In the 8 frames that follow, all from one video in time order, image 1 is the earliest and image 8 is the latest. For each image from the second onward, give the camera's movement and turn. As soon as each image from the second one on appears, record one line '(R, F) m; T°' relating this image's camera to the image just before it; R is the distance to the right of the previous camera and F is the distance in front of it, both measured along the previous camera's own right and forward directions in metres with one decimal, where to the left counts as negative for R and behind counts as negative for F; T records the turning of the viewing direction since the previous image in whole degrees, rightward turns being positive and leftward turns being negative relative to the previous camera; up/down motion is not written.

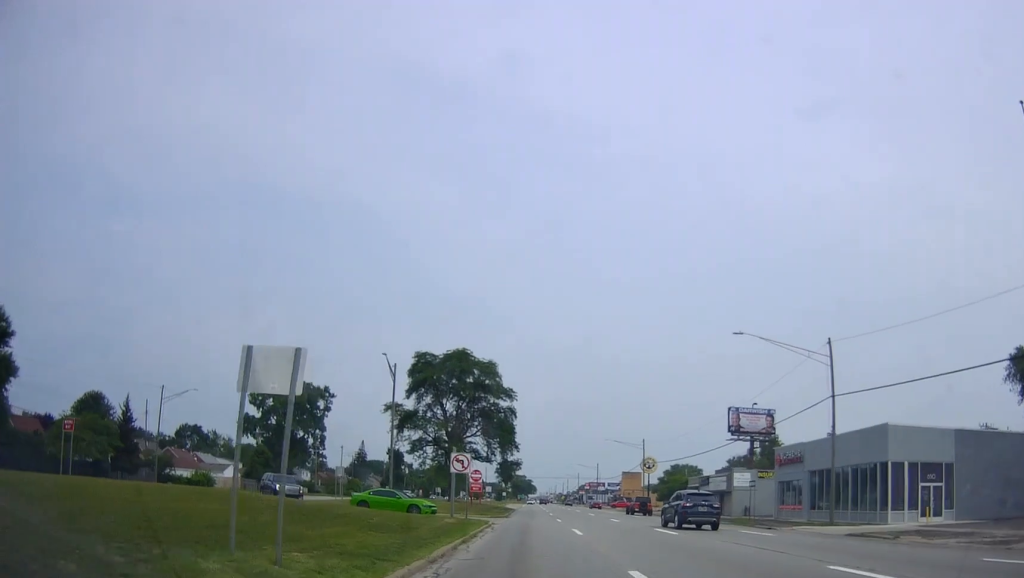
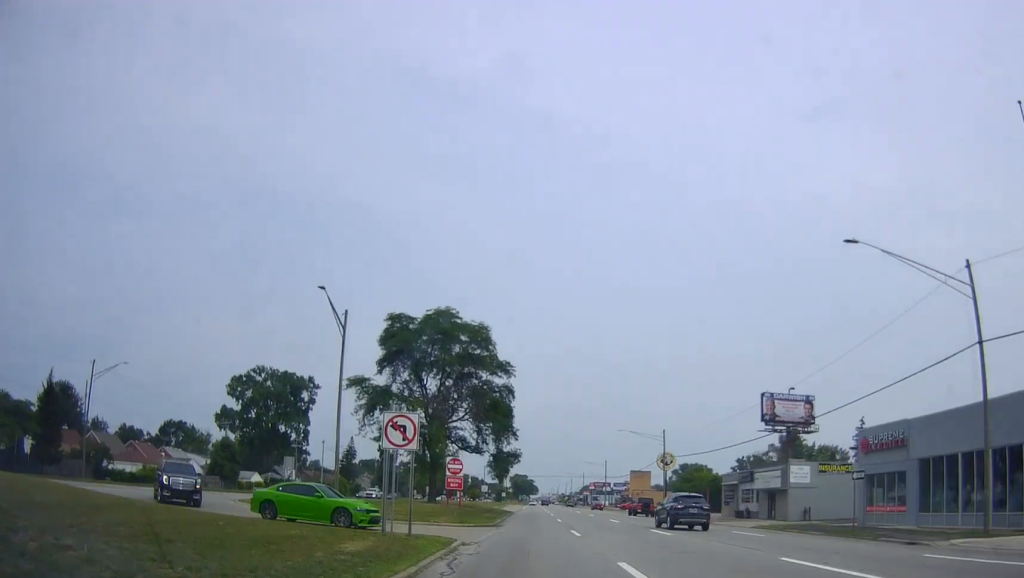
(+0.3, +14.2) m; +1°
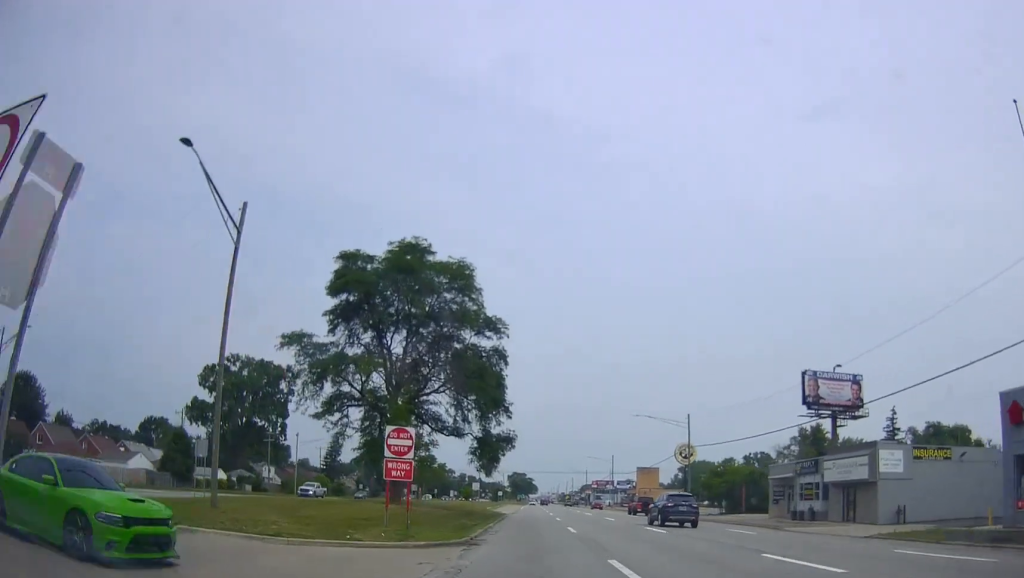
(+0.1, +14.3) m; -2°
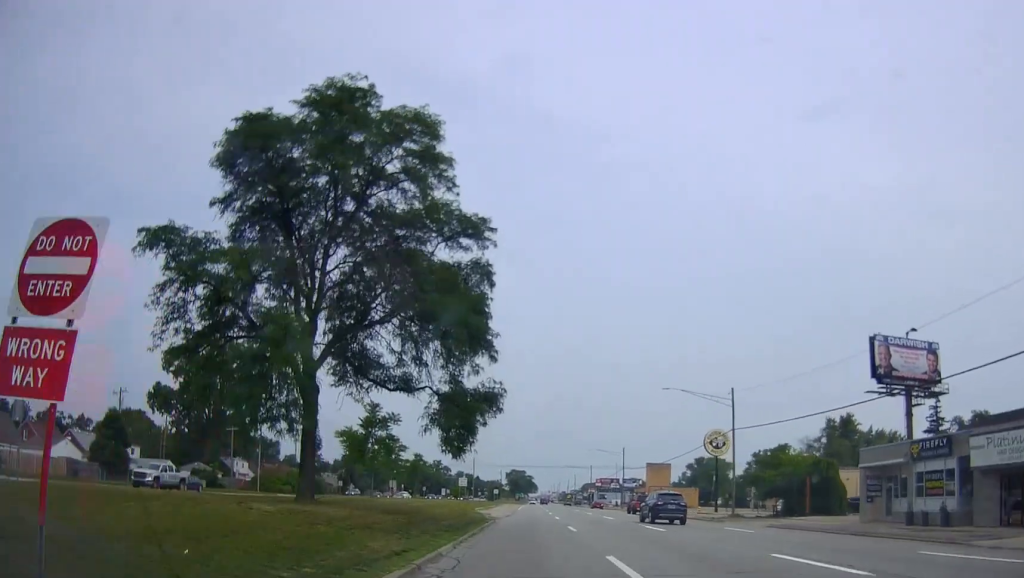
(-0.6, +16.2) m; 0°
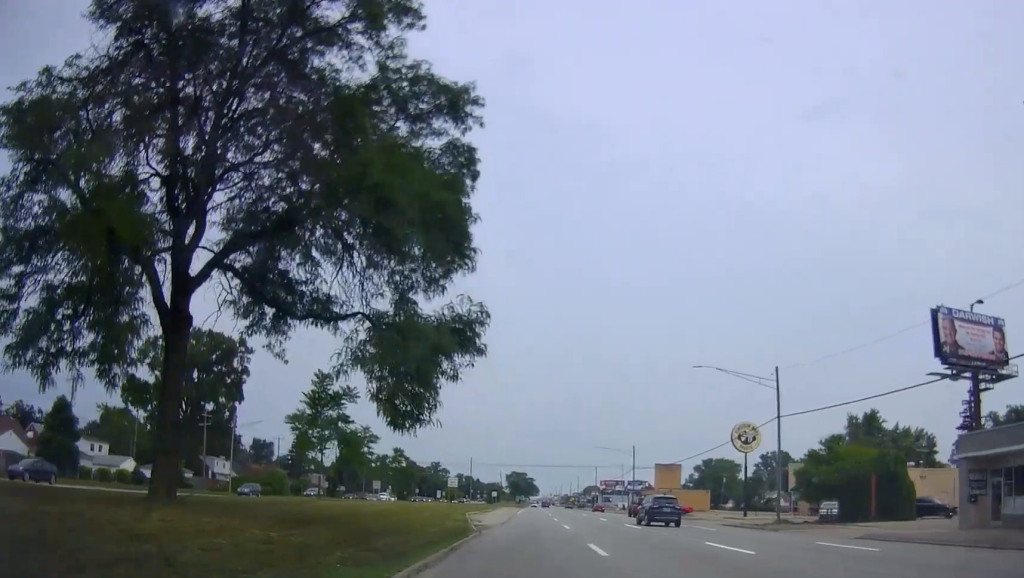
(+0.1, +10.4) m; +1°
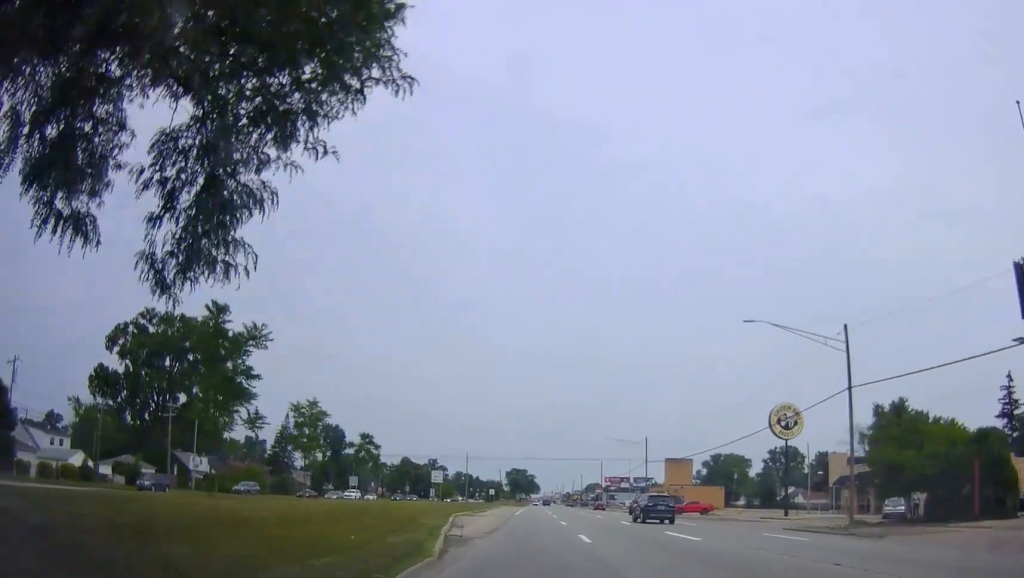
(+0.3, +11.0) m; +1°
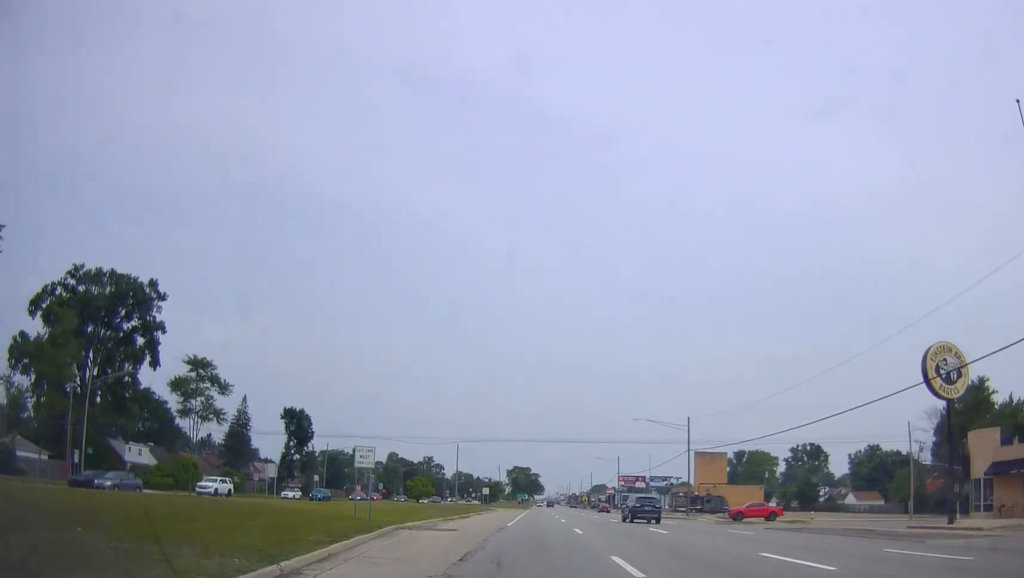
(0.0, +23.7) m; -1°
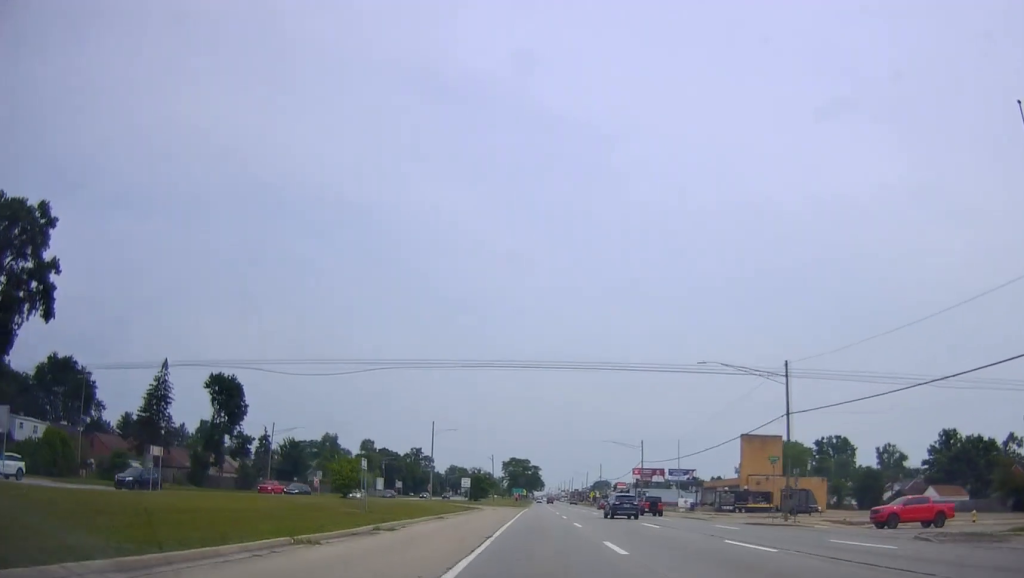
(-1.0, +27.8) m; -2°
